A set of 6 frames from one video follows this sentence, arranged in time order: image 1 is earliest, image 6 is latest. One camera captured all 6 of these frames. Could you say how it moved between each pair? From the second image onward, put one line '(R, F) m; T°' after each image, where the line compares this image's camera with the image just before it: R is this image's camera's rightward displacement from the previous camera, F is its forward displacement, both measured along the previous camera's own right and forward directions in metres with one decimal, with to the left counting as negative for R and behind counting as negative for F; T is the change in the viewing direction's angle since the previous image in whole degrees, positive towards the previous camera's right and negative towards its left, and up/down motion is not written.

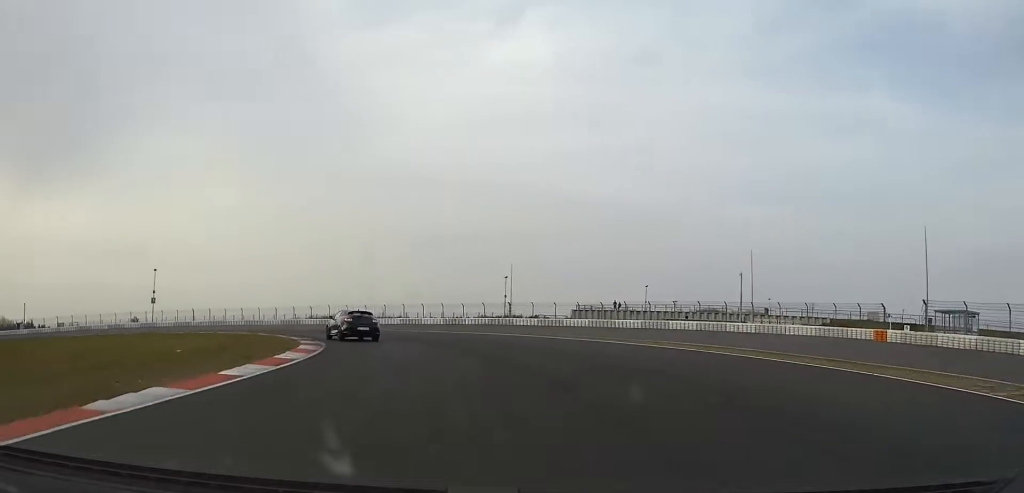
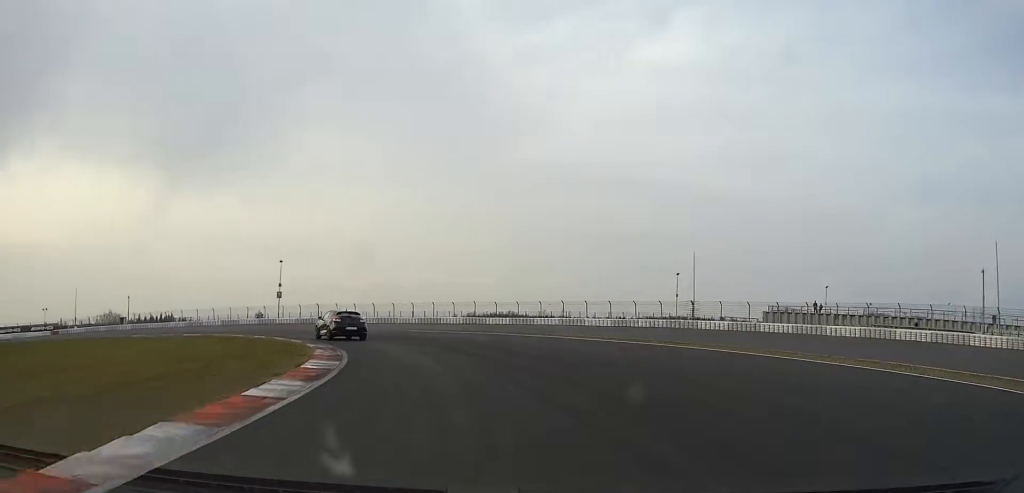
(-2.5, +19.8) m; -17°
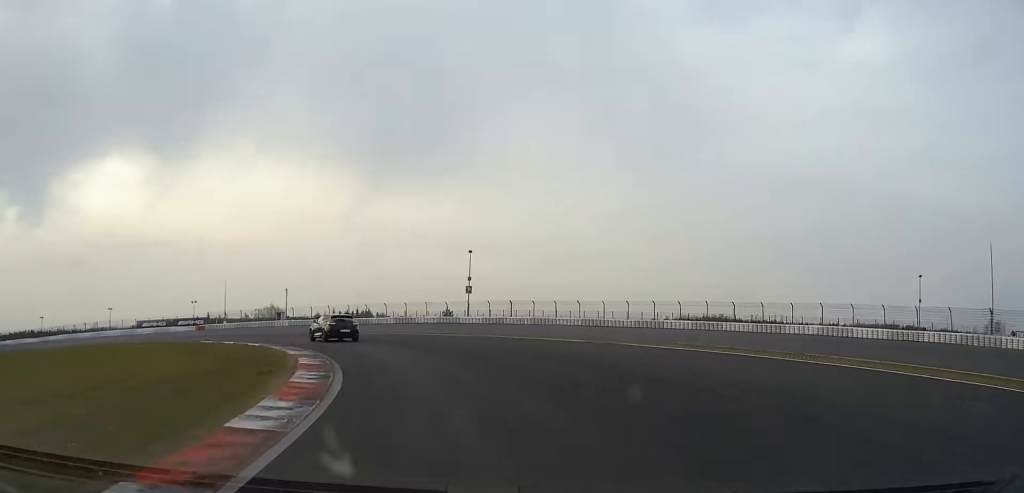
(-4.5, +22.6) m; -21°
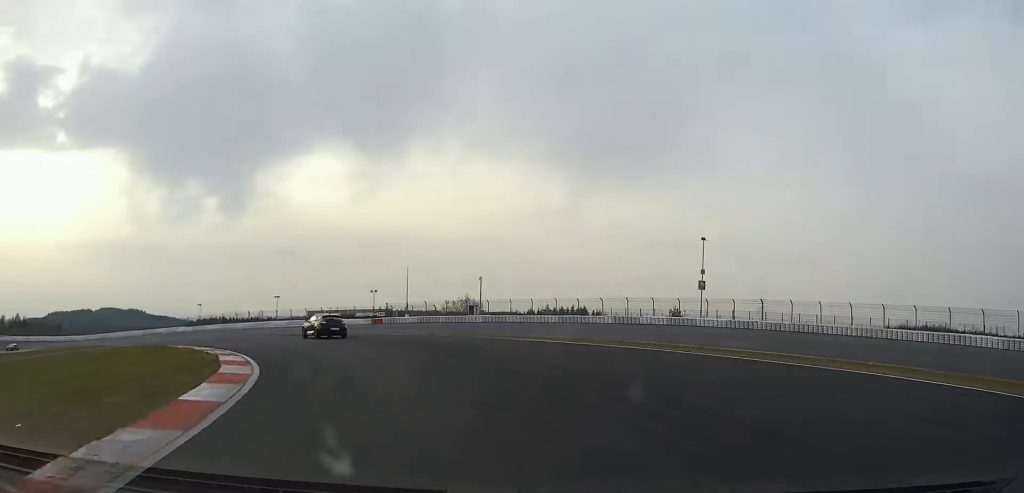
(-4.2, +23.1) m; -19°
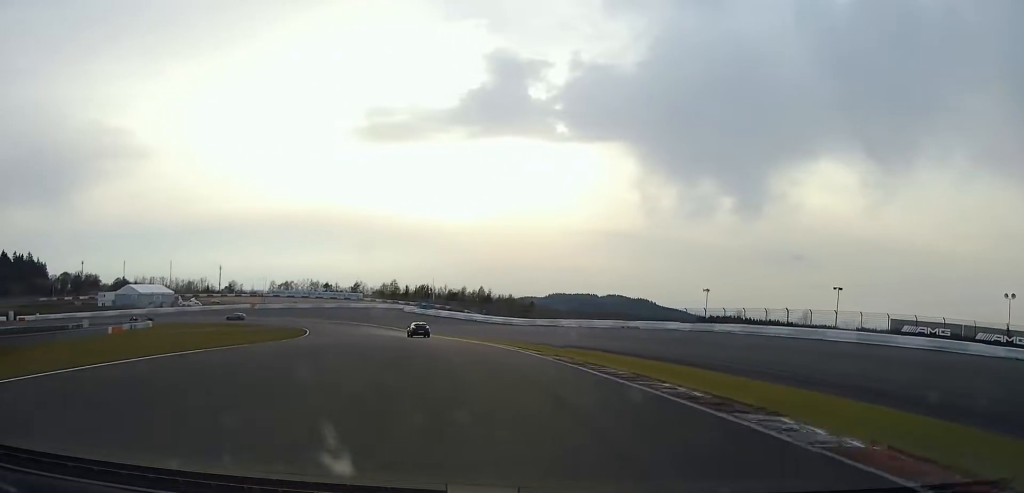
(-20.9, +59.5) m; -35°
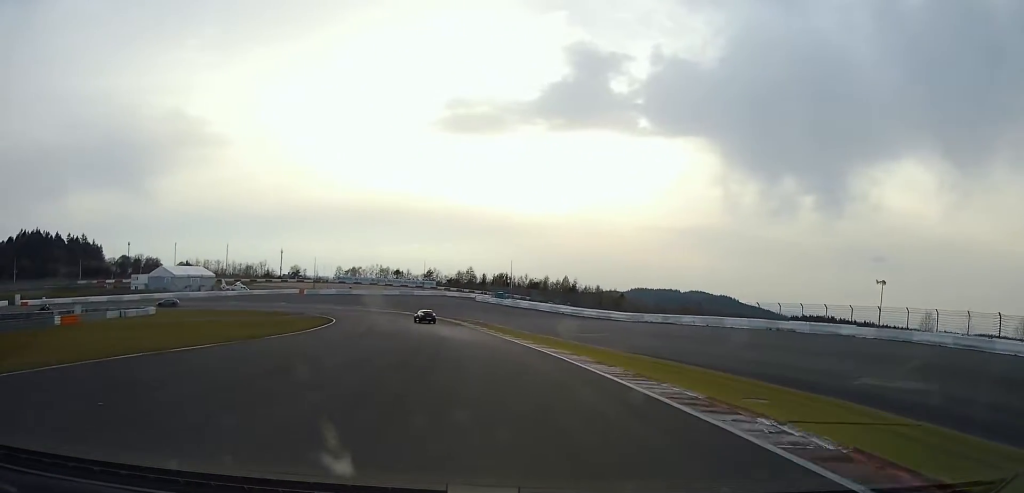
(-4.0, +29.2) m; -13°
